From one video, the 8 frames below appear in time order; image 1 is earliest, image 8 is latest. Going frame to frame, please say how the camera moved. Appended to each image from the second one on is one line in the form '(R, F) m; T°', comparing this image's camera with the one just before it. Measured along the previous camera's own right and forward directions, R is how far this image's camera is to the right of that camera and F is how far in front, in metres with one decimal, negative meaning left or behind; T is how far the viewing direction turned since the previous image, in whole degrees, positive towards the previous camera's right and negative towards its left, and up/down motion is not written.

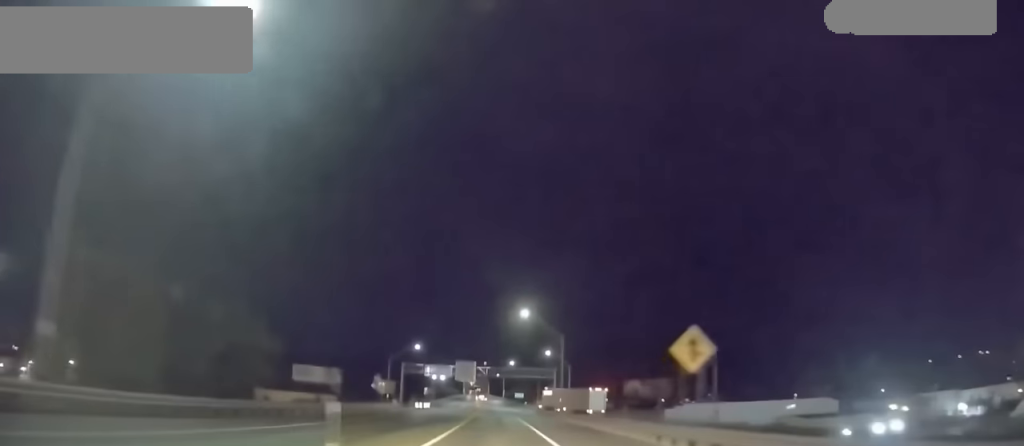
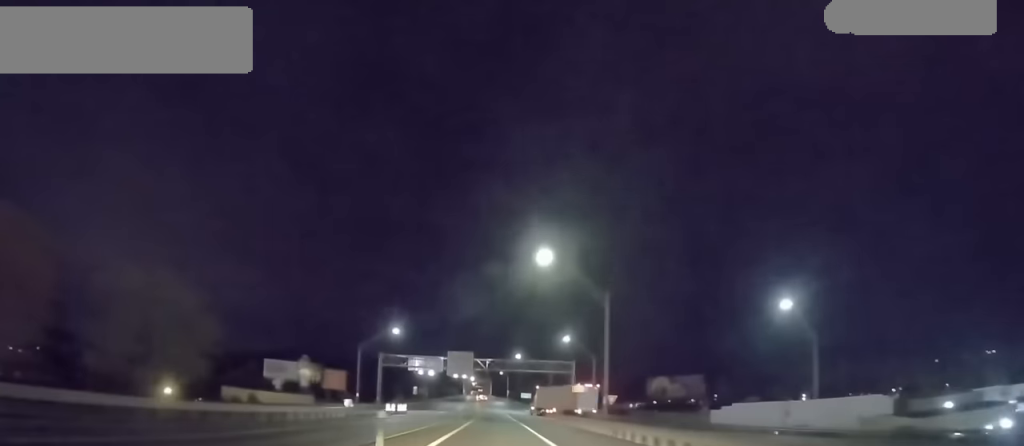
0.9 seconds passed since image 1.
(0.0, +24.2) m; 0°
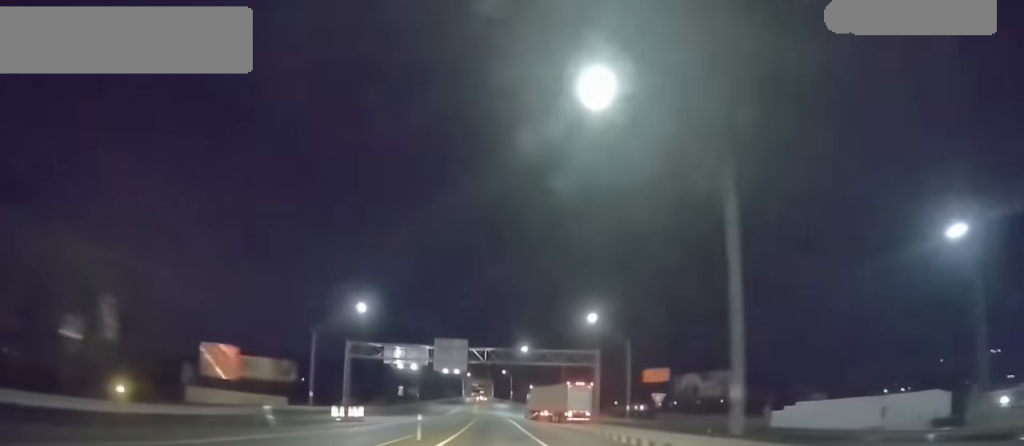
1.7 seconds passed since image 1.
(0.0, +20.8) m; 0°
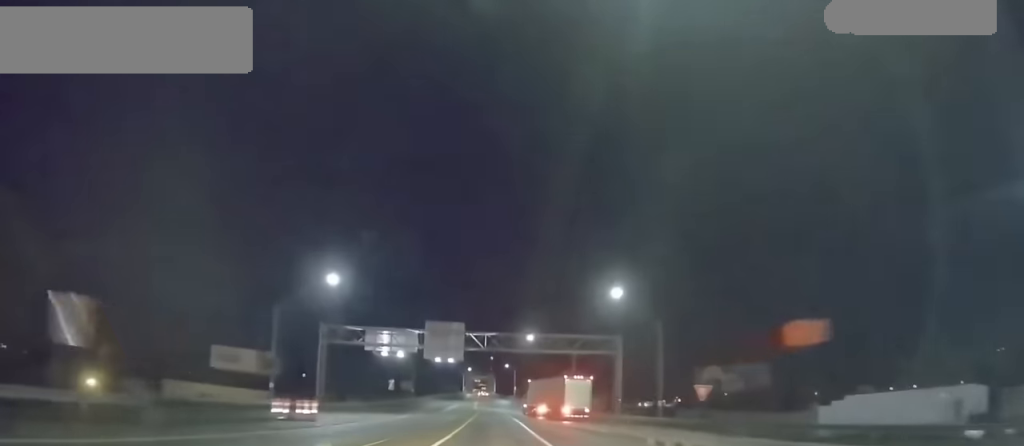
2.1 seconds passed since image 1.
(0.0, +10.8) m; -1°
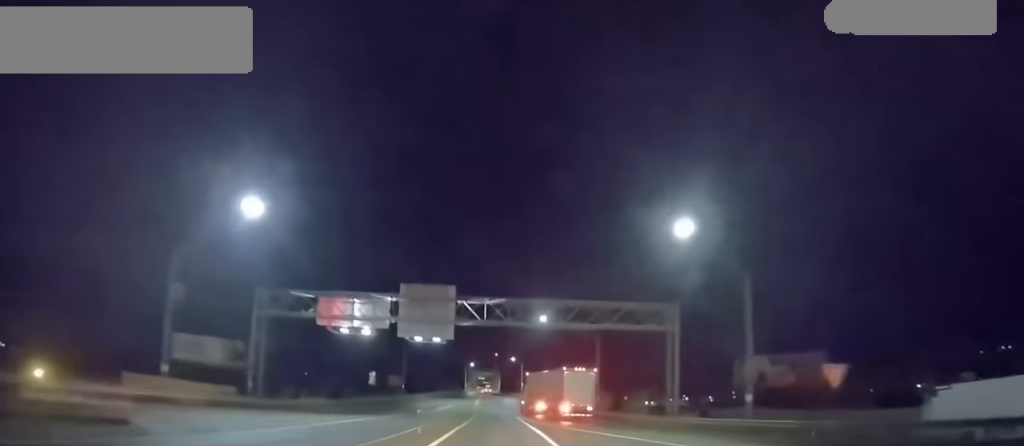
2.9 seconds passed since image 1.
(0.0, +18.1) m; -1°
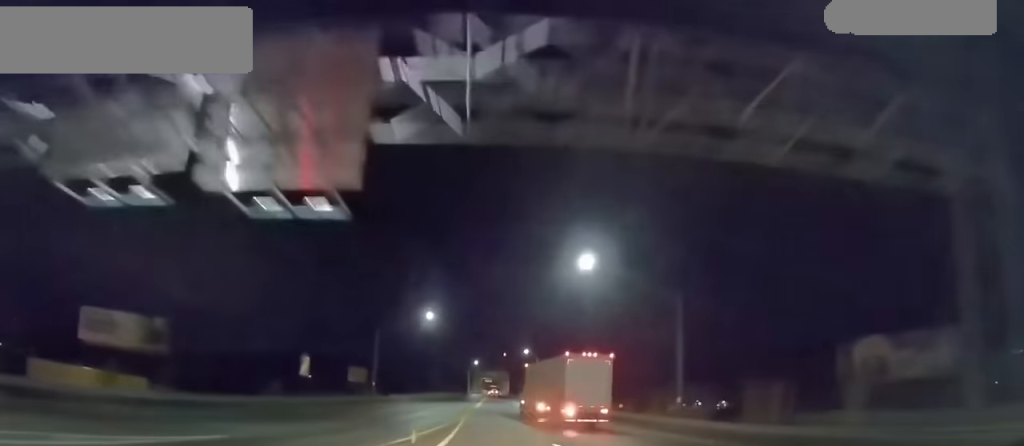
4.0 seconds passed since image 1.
(-0.5, +28.4) m; 0°
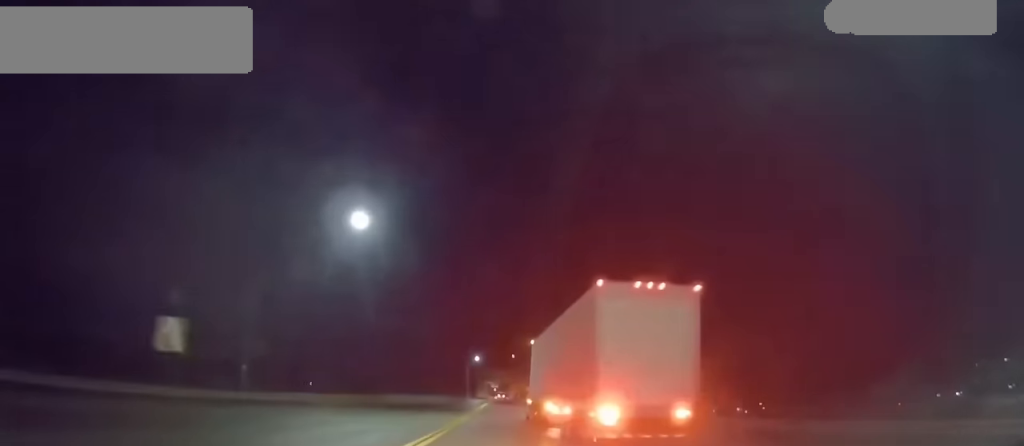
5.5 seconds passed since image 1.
(-0.3, +39.1) m; -2°
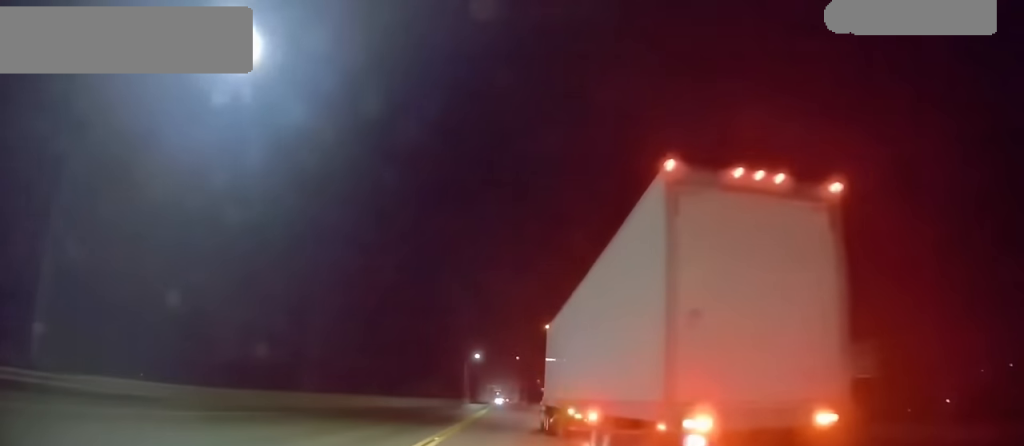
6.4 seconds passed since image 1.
(-0.1, +19.0) m; -1°
